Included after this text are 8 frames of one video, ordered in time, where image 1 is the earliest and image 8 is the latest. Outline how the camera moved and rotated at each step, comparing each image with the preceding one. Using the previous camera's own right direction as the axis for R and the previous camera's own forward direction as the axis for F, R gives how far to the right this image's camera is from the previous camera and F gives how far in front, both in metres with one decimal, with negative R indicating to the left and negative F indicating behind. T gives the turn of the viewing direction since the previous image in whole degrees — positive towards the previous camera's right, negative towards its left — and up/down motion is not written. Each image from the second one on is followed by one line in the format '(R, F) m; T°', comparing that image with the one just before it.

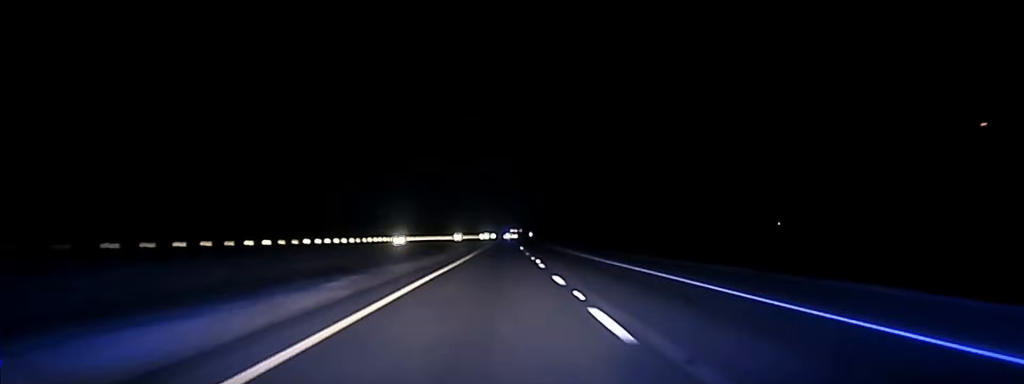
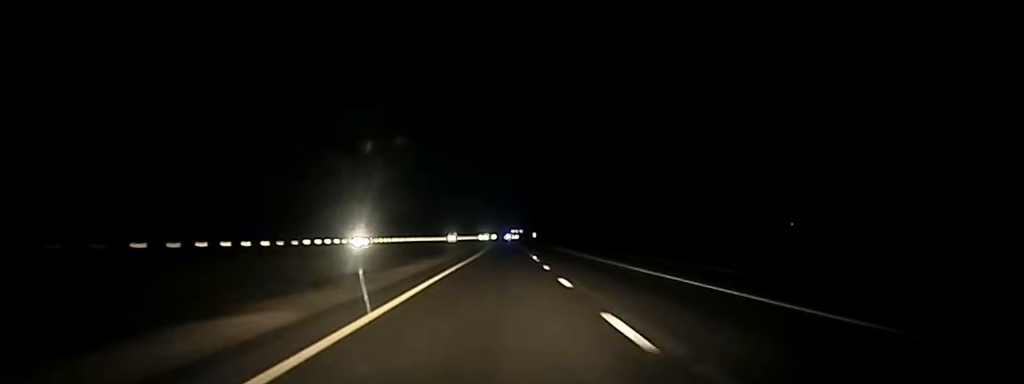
(-0.1, +37.4) m; 0°
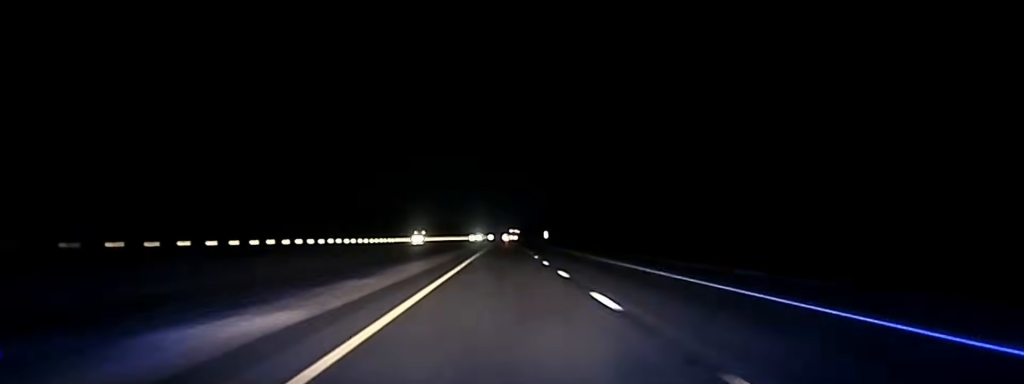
(+0.5, +103.8) m; 0°
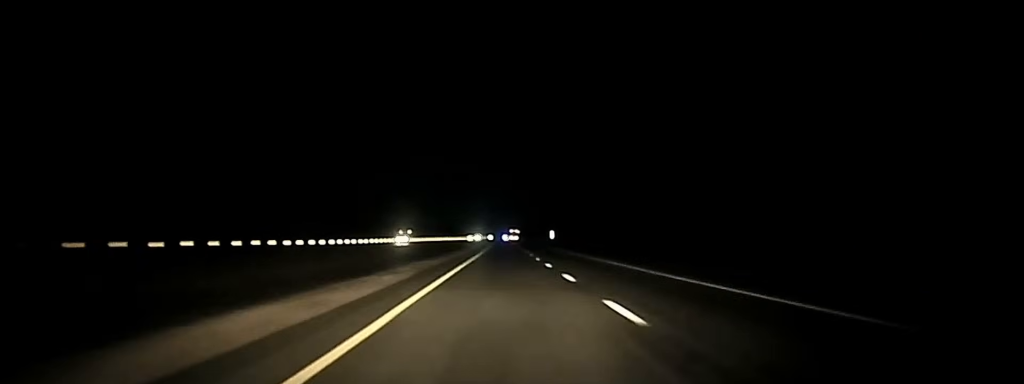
(0.0, +26.0) m; 0°
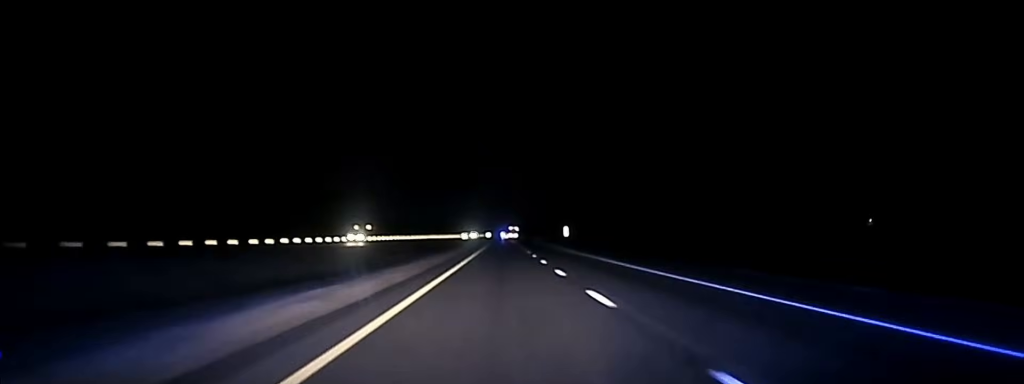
(+0.1, +46.7) m; 0°
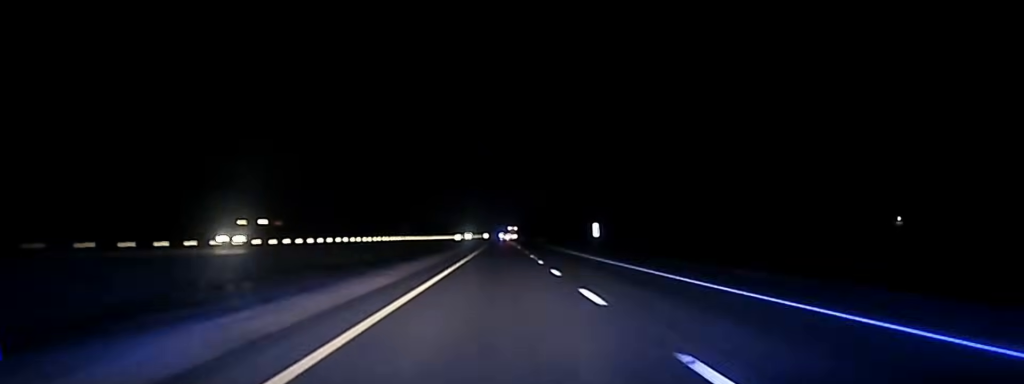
(0.0, +46.6) m; 0°
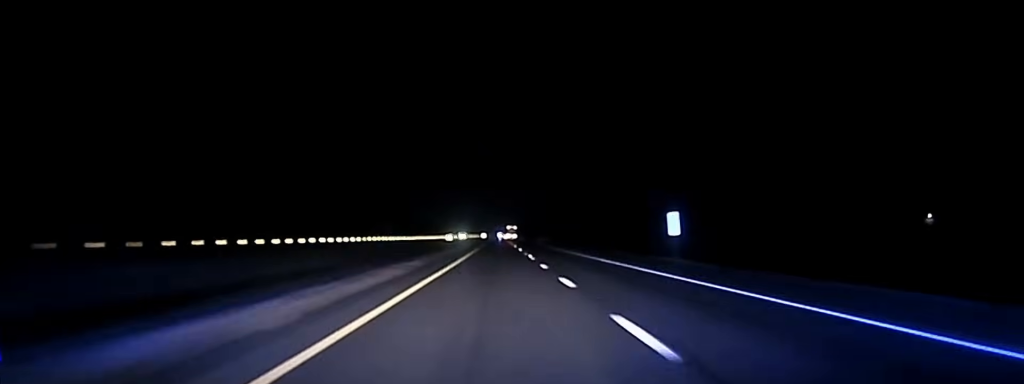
(0.0, +44.6) m; 0°
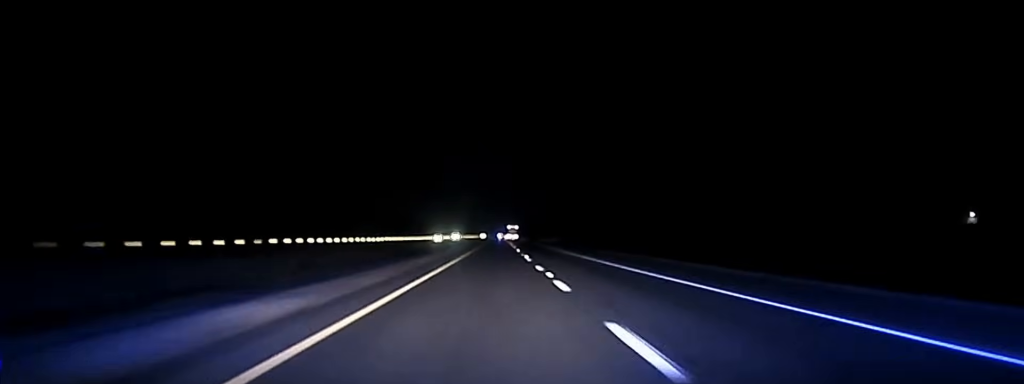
(0.0, +48.8) m; 0°
